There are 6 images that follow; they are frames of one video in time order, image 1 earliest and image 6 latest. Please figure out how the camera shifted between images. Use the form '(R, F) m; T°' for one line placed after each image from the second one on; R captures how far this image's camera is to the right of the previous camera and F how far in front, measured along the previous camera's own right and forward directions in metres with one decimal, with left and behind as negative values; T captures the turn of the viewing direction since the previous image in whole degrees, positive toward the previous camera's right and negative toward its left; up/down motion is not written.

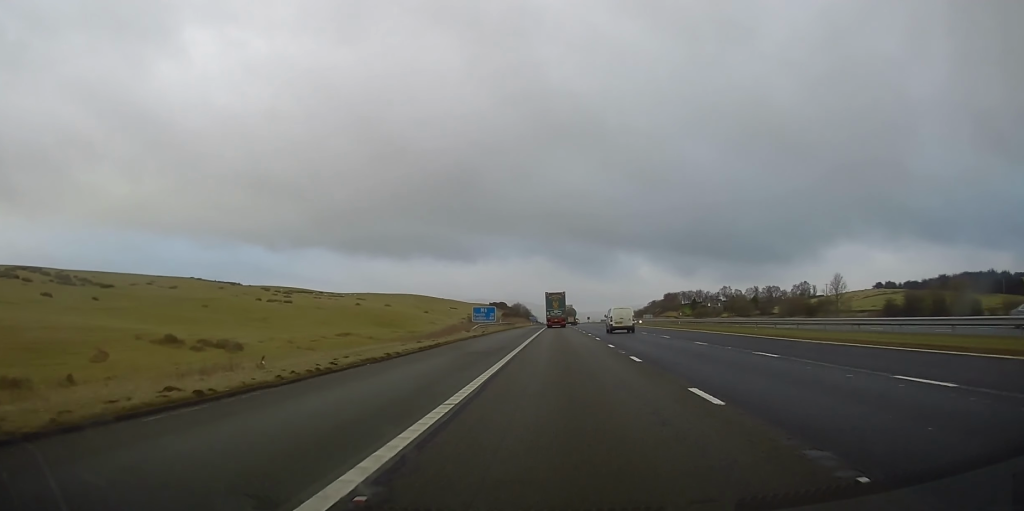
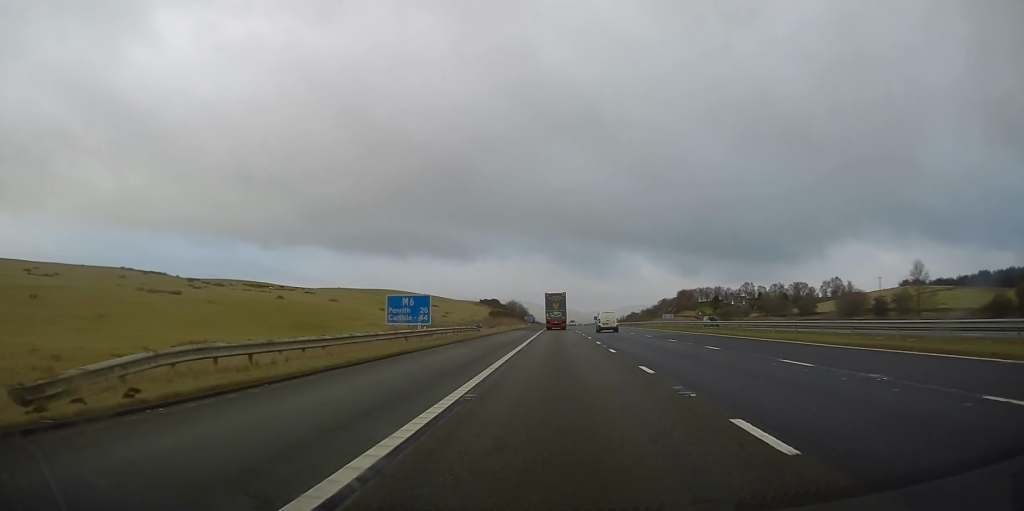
(-0.8, +48.2) m; -1°
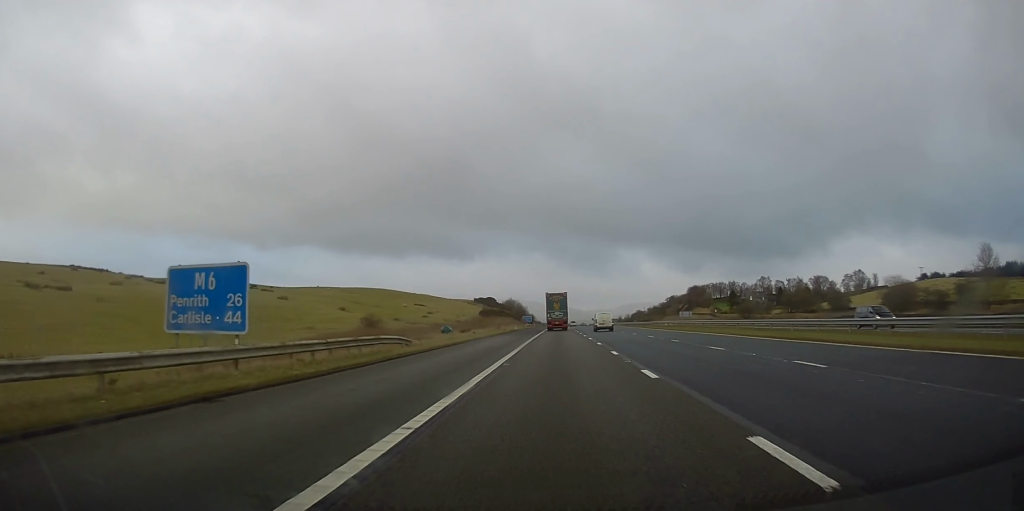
(0.0, +27.6) m; 0°
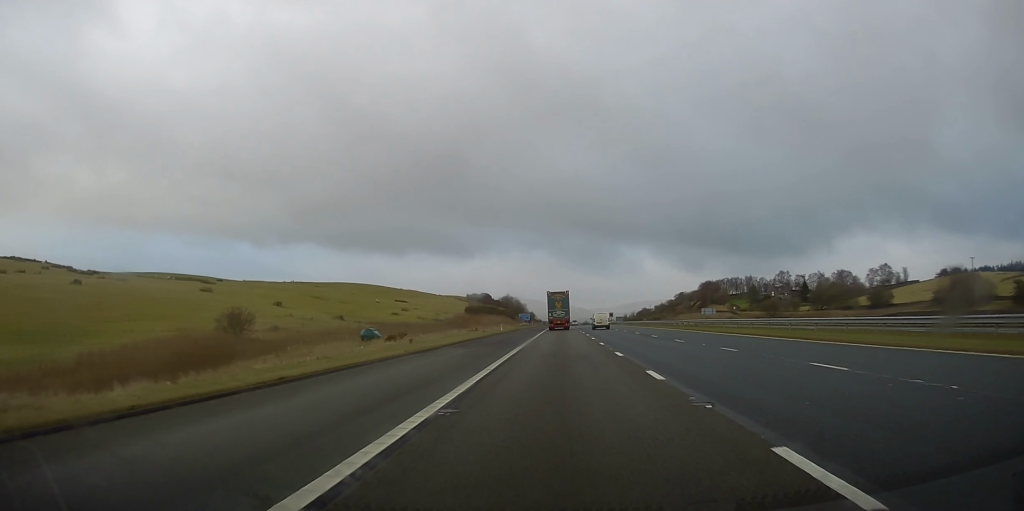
(+0.1, +28.6) m; 0°
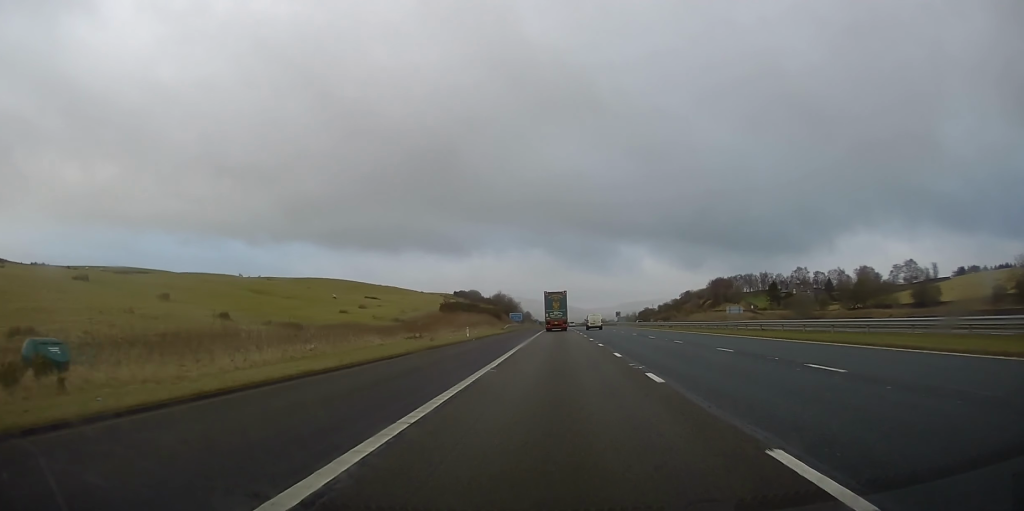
(0.0, +27.2) m; 0°
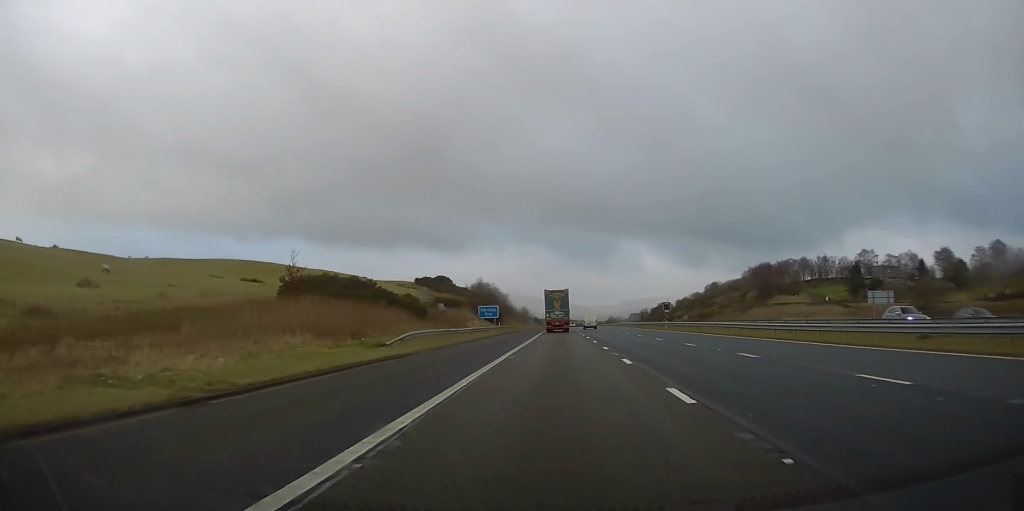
(-0.2, +65.6) m; 0°
